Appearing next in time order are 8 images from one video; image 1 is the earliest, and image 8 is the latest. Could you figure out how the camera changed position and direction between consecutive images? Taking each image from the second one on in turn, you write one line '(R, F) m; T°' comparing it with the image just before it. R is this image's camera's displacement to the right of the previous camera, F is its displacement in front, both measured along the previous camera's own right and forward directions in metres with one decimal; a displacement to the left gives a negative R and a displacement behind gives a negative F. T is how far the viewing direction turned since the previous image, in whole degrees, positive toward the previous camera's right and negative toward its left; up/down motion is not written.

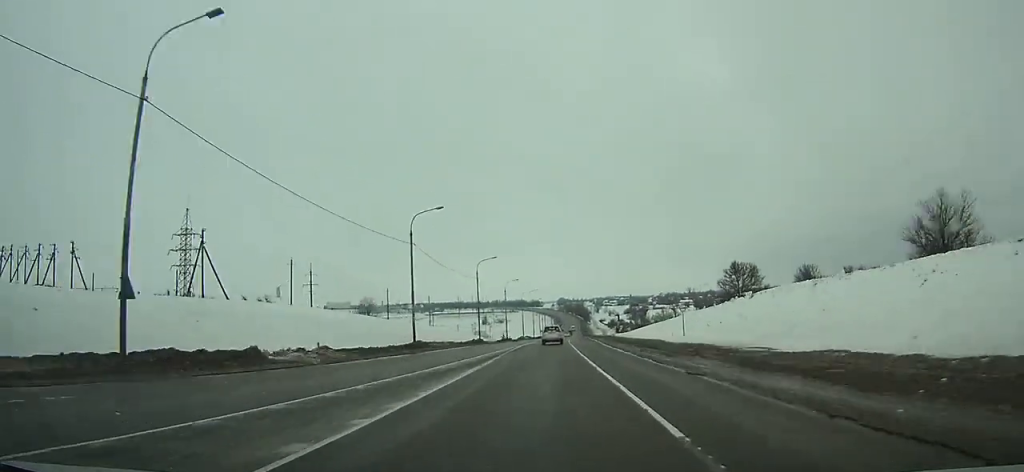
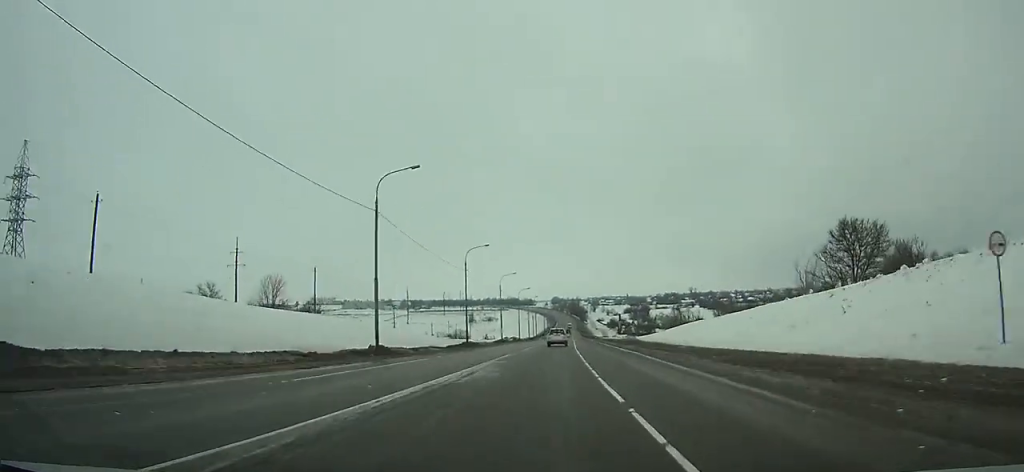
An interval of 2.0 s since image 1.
(-0.1, +43.5) m; 0°
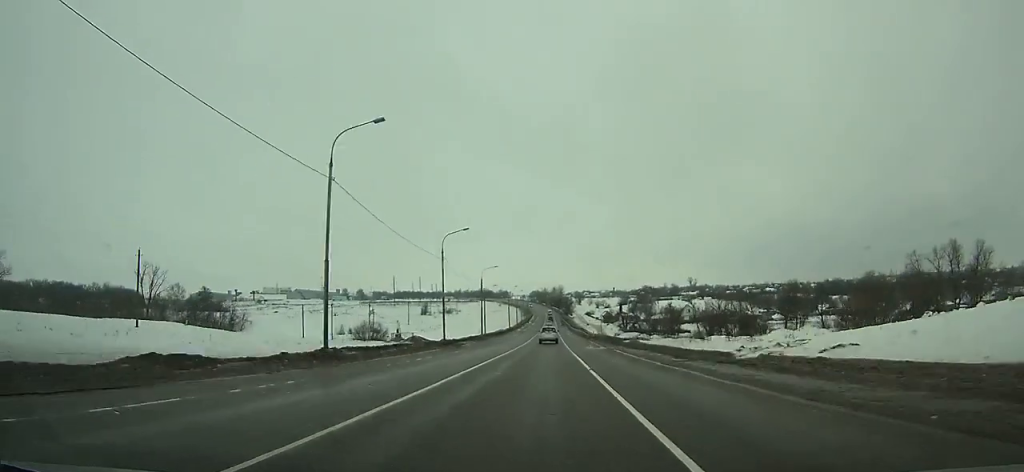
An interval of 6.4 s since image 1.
(+1.3, +98.8) m; +1°
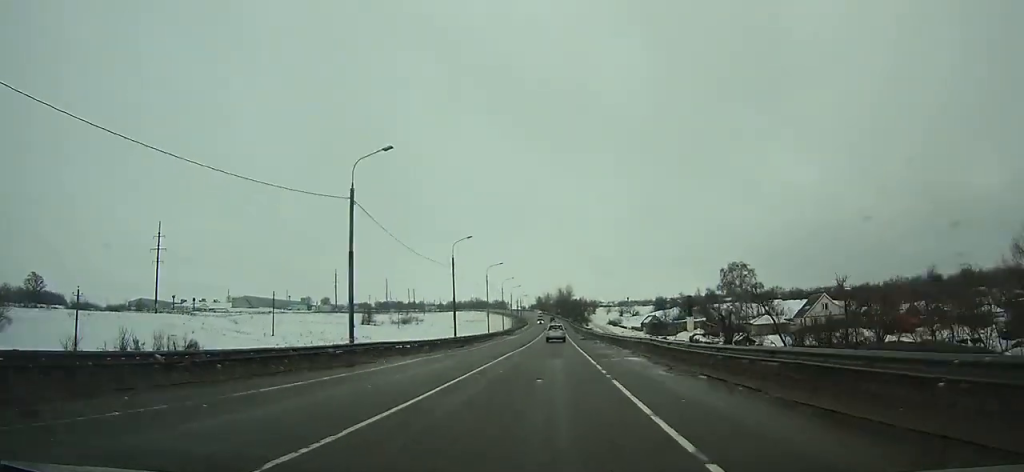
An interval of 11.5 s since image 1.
(+0.1, +118.8) m; 0°
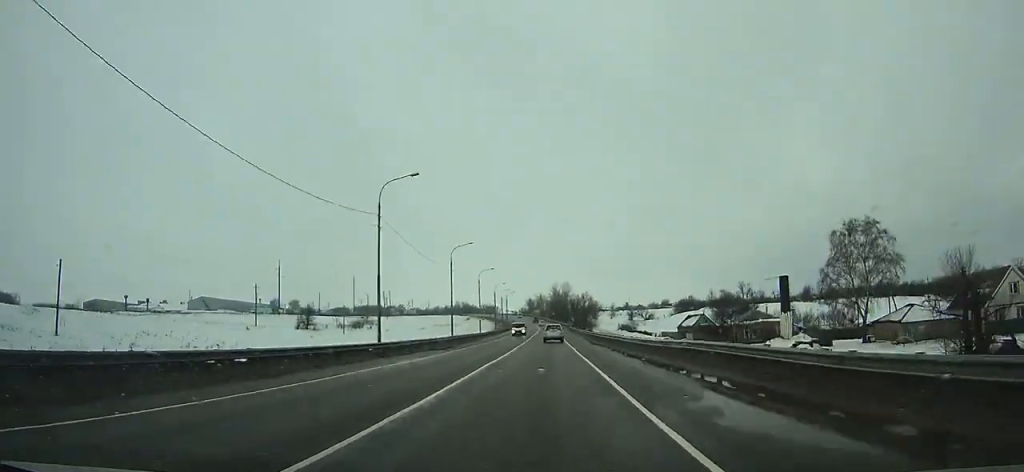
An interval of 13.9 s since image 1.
(0.0, +56.2) m; 0°
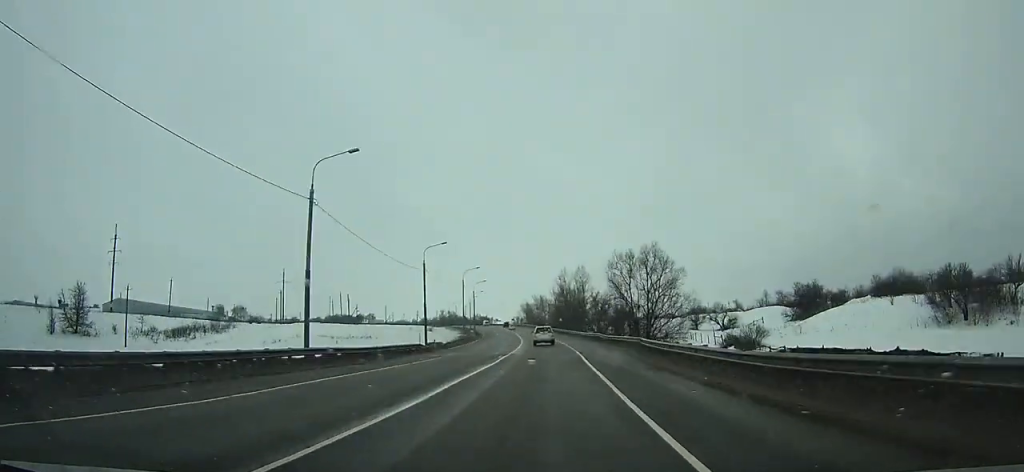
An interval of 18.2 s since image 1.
(-0.5, +100.0) m; -2°
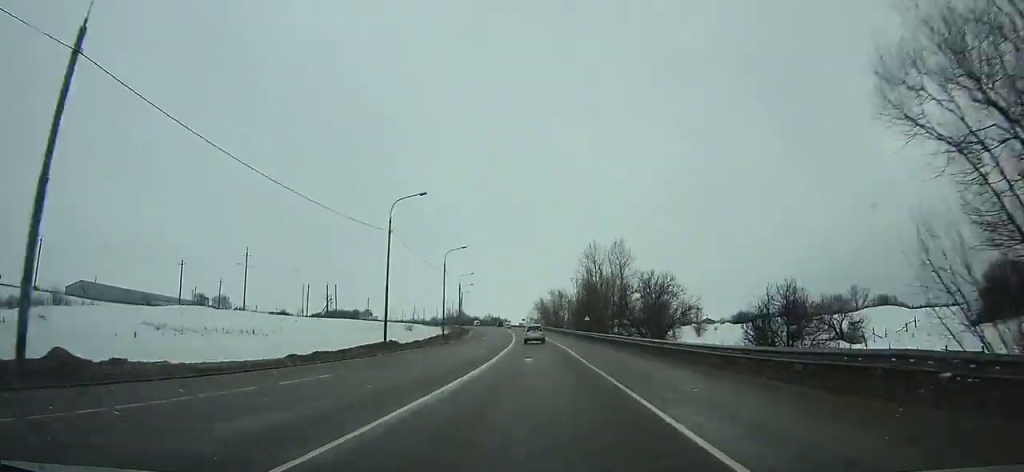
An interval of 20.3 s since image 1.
(-0.6, +48.4) m; -2°
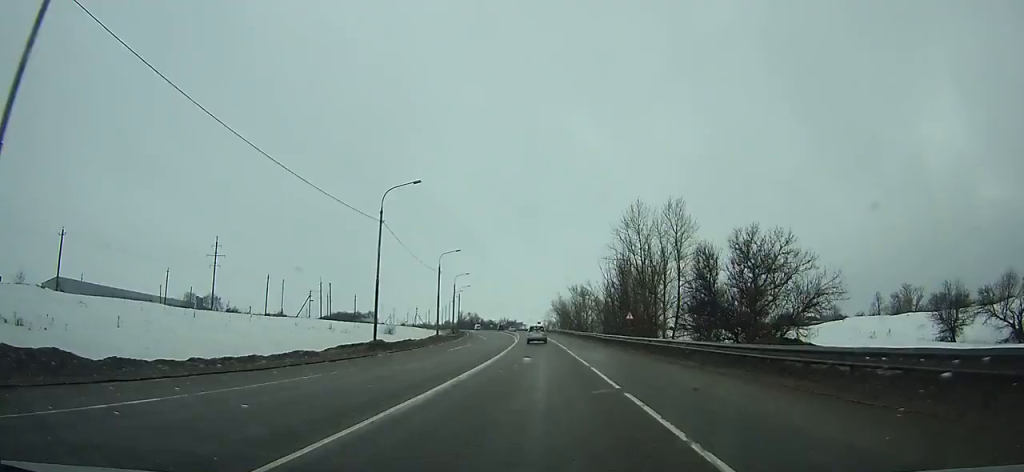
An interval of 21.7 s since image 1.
(-0.2, +32.0) m; -1°
